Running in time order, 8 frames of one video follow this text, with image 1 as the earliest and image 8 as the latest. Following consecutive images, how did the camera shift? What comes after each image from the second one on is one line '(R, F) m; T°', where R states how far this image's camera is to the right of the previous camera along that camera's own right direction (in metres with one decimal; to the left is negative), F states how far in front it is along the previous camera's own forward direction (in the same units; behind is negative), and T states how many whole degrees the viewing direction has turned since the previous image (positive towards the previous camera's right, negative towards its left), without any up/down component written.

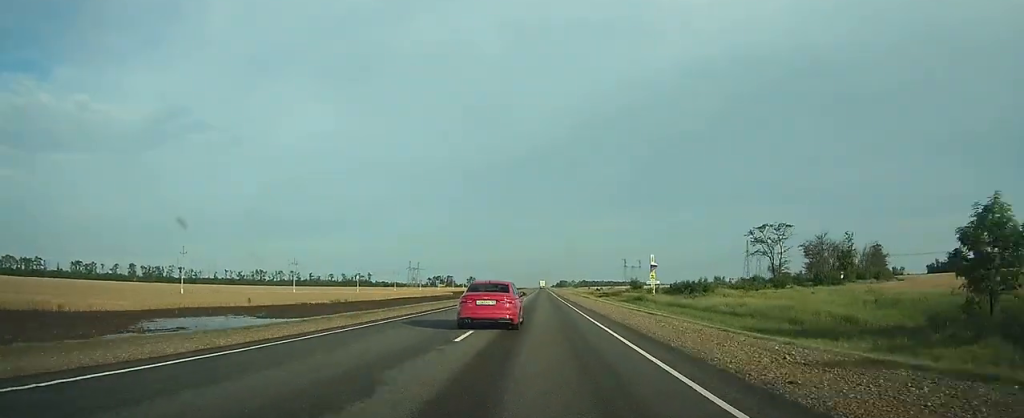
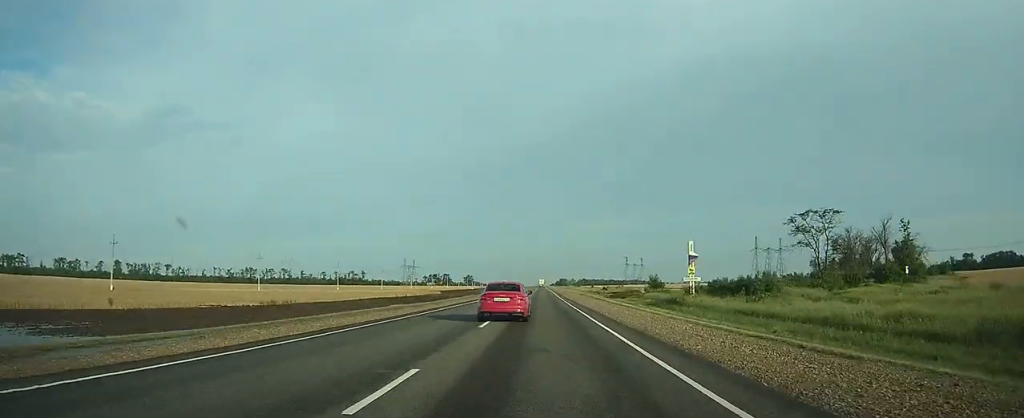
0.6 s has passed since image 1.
(-0.1, +19.4) m; 0°
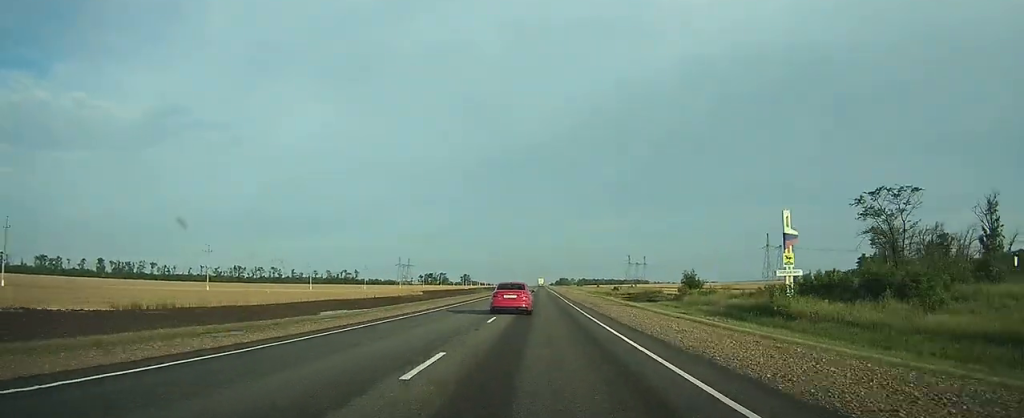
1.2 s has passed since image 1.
(0.0, +21.7) m; 0°
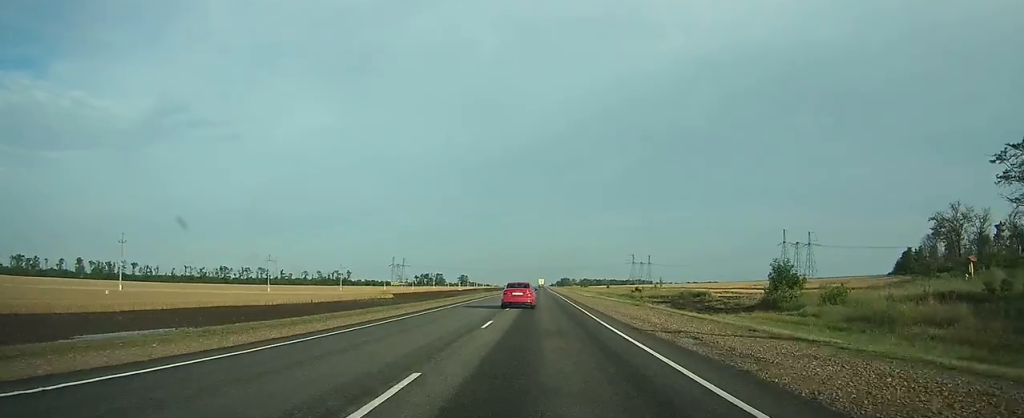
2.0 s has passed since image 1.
(0.0, +26.4) m; 0°
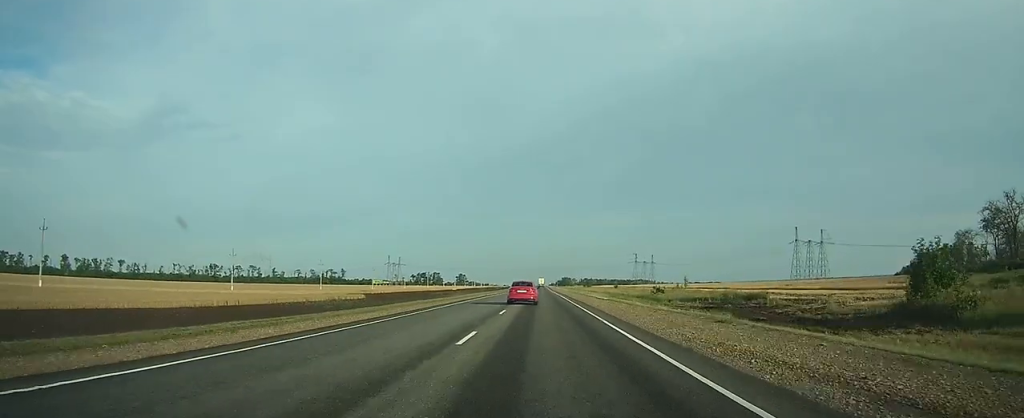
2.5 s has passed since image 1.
(0.0, +17.2) m; 0°
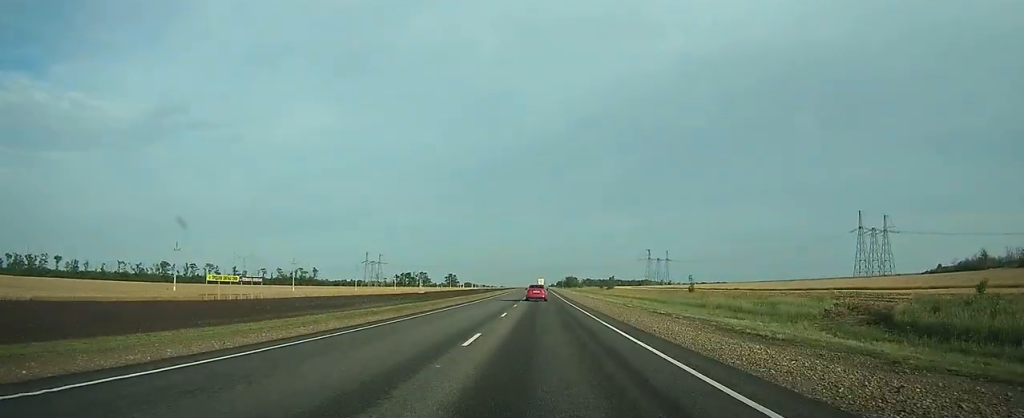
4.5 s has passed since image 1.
(0.0, +71.7) m; 0°
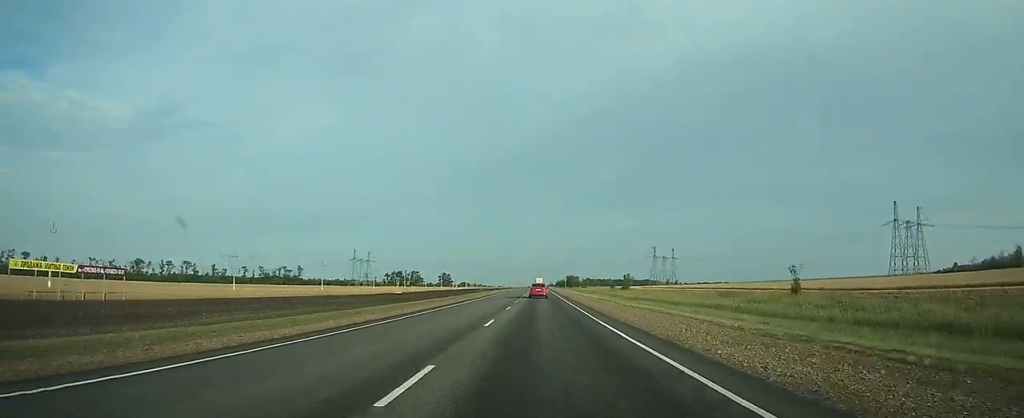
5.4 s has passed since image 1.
(0.0, +30.2) m; 0°
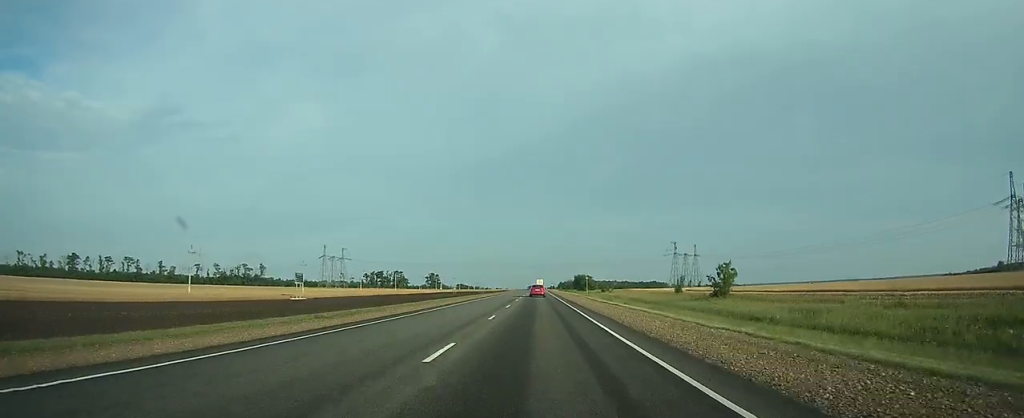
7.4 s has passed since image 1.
(0.0, +68.7) m; 0°
